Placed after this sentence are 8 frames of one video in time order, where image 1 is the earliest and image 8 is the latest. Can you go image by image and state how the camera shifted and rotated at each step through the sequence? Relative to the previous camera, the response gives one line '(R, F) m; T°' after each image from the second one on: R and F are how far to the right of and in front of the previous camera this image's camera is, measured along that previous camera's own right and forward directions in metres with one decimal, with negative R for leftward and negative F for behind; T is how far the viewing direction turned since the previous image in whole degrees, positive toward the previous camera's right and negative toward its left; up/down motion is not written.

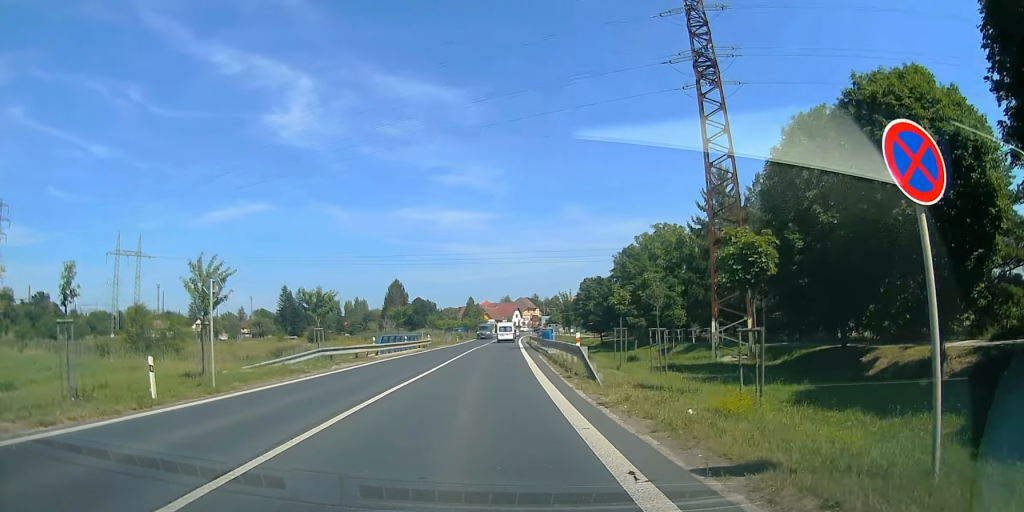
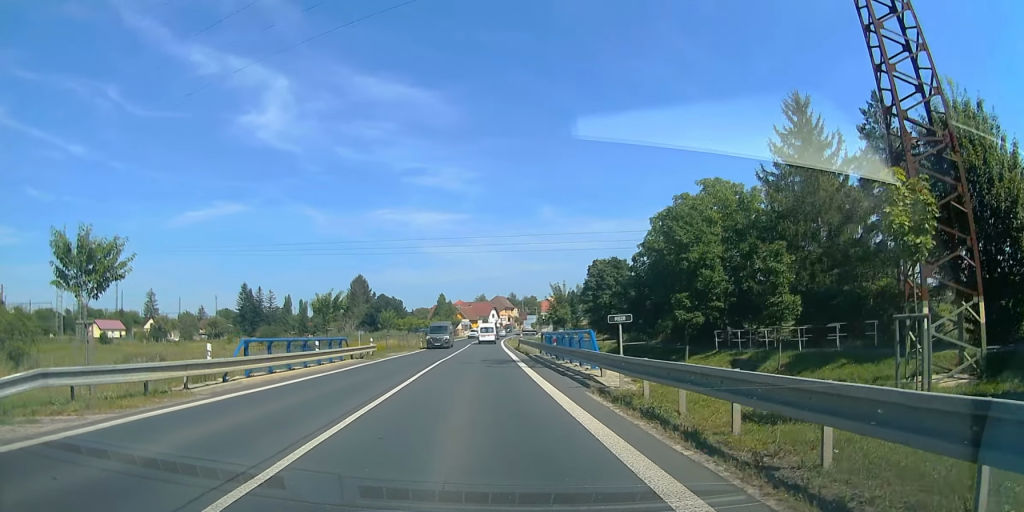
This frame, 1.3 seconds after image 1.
(+1.3, +18.5) m; +4°
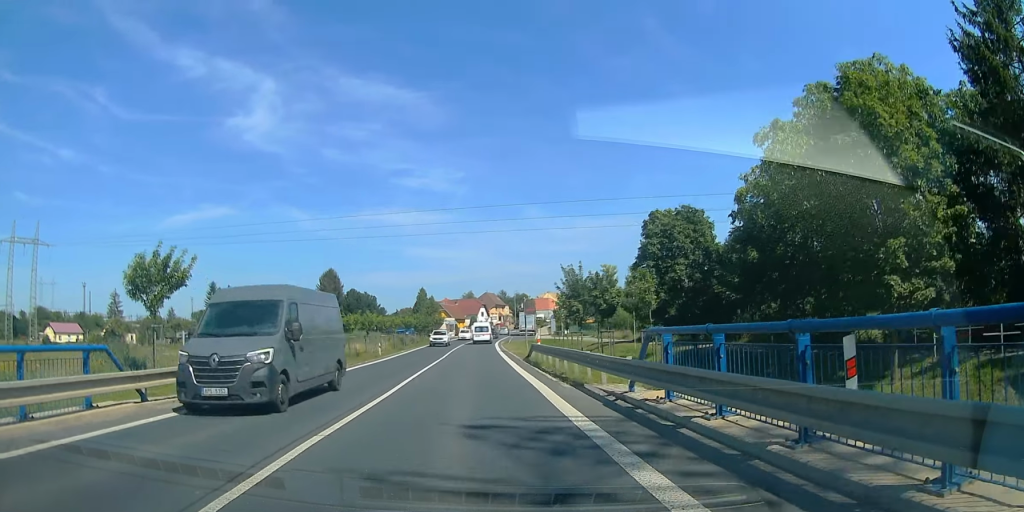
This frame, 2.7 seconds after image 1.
(-0.9, +19.7) m; 0°
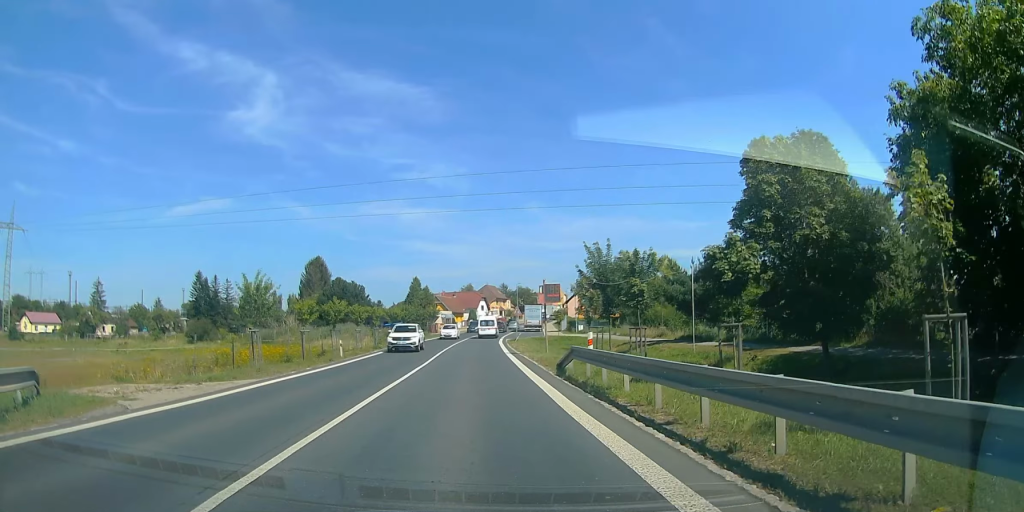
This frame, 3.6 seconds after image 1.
(+1.3, +11.8) m; 0°
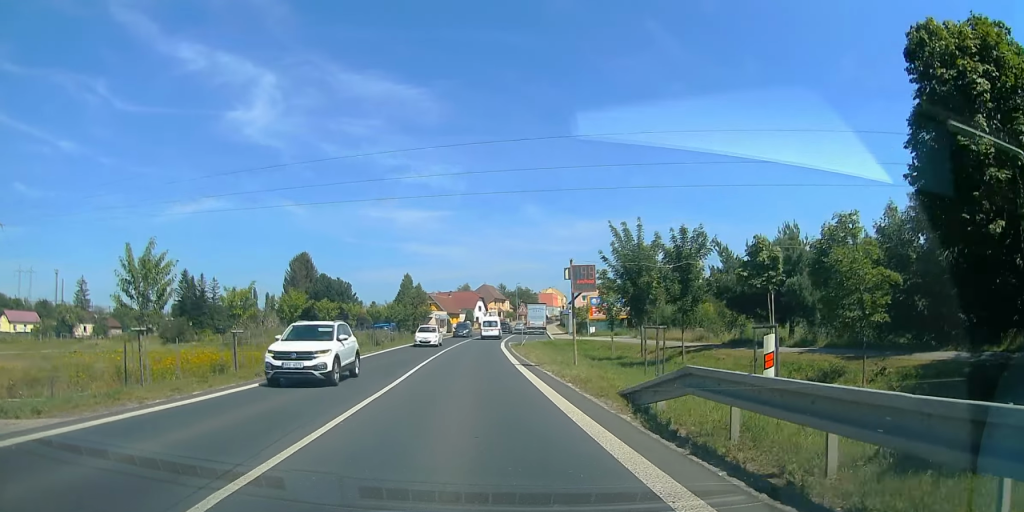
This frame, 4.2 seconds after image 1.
(-0.5, +9.0) m; 0°
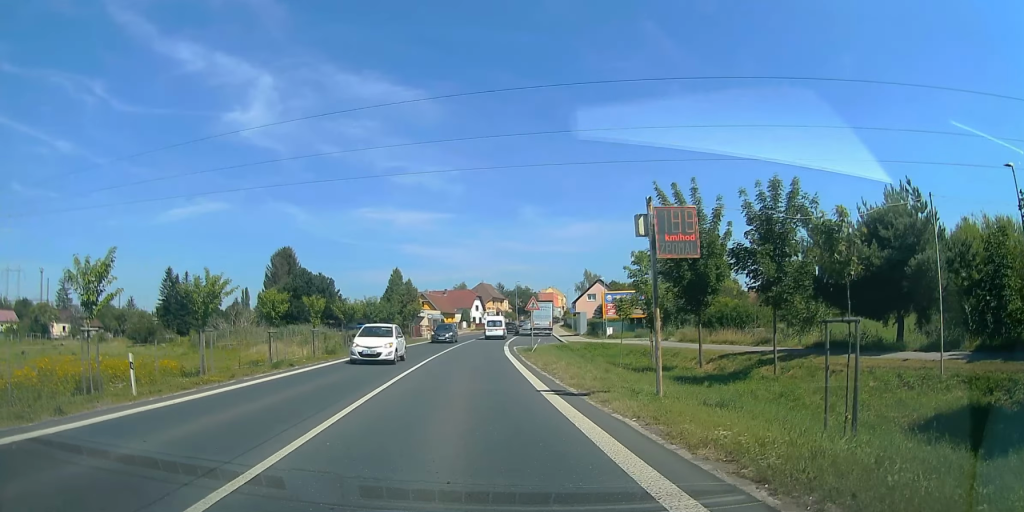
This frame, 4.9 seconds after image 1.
(-0.5, +9.5) m; +1°
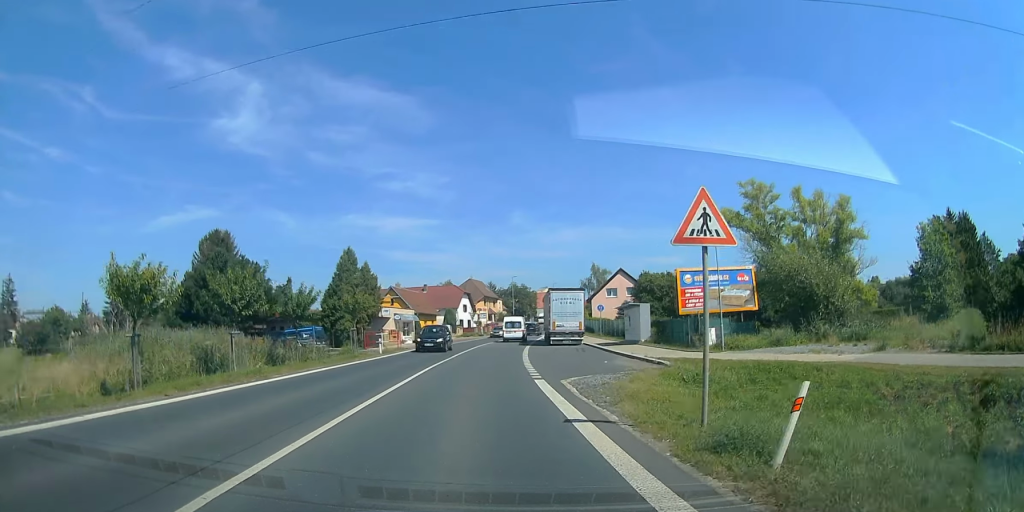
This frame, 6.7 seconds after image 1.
(+2.2, +25.5) m; -1°
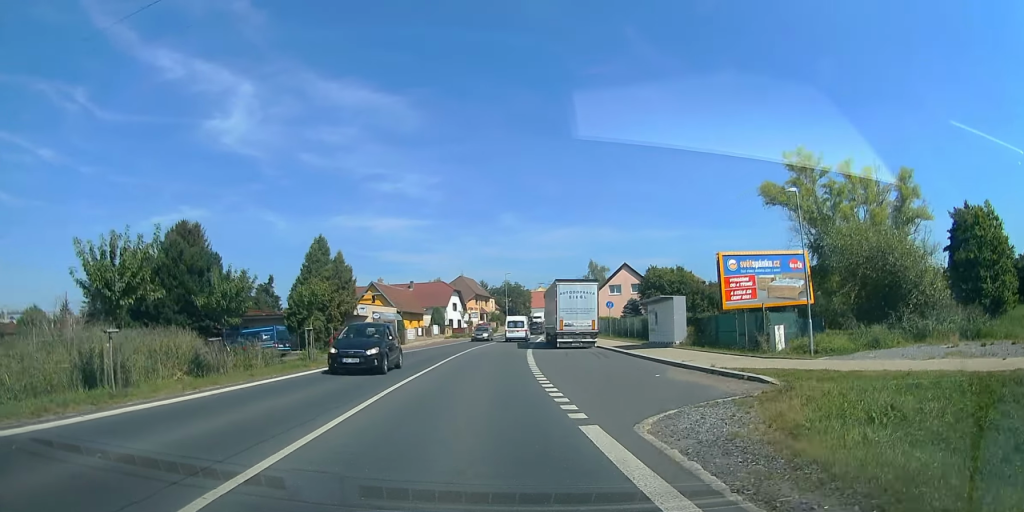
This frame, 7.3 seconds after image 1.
(-0.8, +7.7) m; 0°
